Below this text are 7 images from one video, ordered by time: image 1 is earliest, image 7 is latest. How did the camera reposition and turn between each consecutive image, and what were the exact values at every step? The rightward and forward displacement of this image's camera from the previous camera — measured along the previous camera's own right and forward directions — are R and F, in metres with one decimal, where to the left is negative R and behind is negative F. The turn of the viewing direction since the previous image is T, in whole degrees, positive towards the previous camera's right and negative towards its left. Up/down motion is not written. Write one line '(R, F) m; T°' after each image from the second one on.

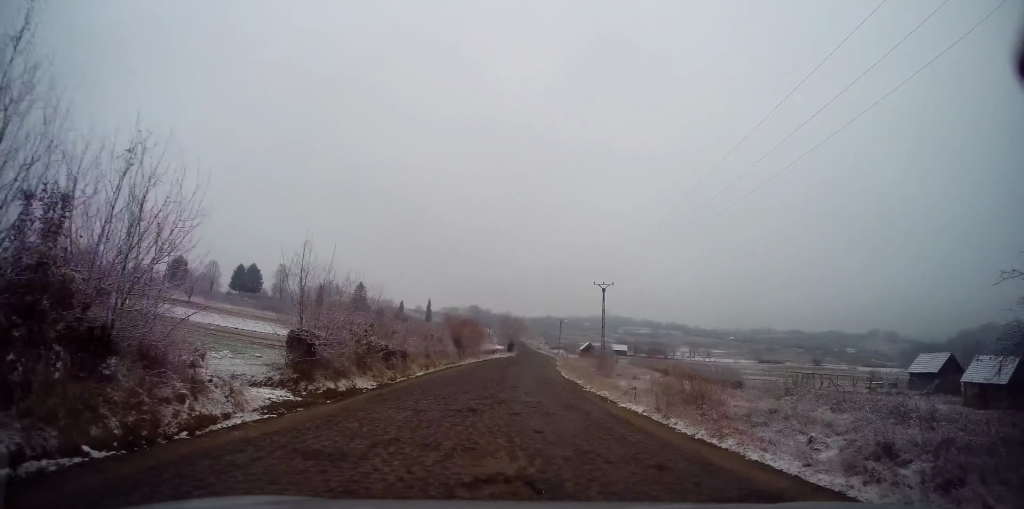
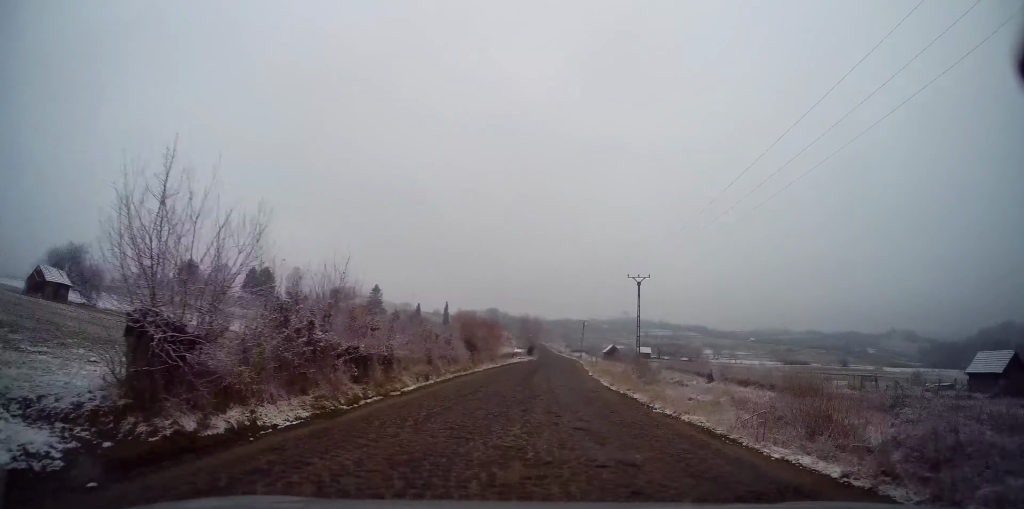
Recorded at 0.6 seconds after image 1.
(-0.2, +7.5) m; -1°
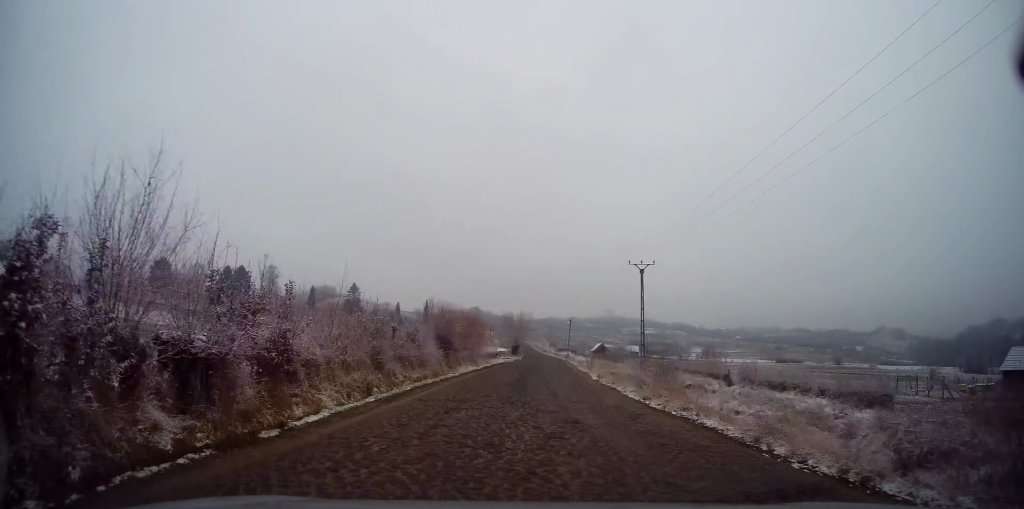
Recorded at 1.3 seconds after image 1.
(0.0, +7.7) m; +1°
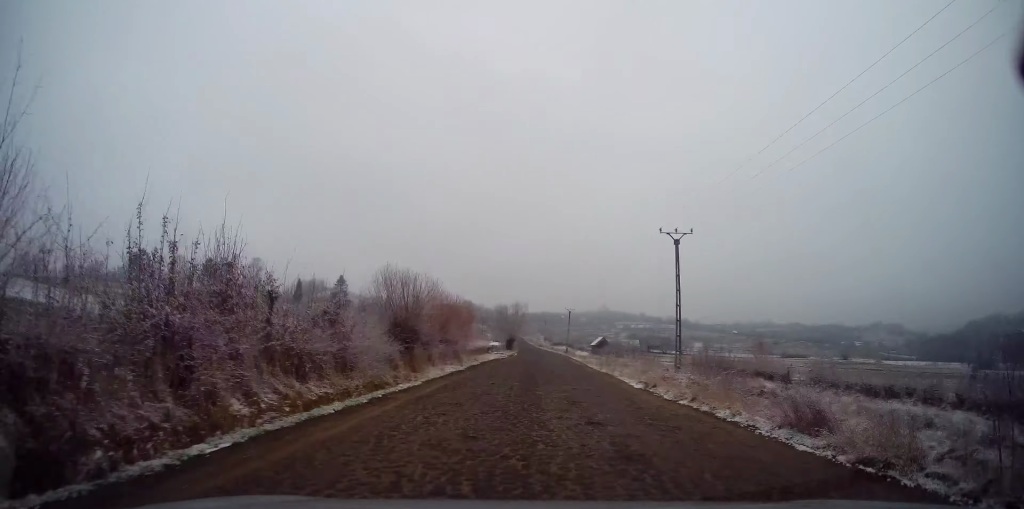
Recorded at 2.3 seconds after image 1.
(+0.2, +11.0) m; +1°
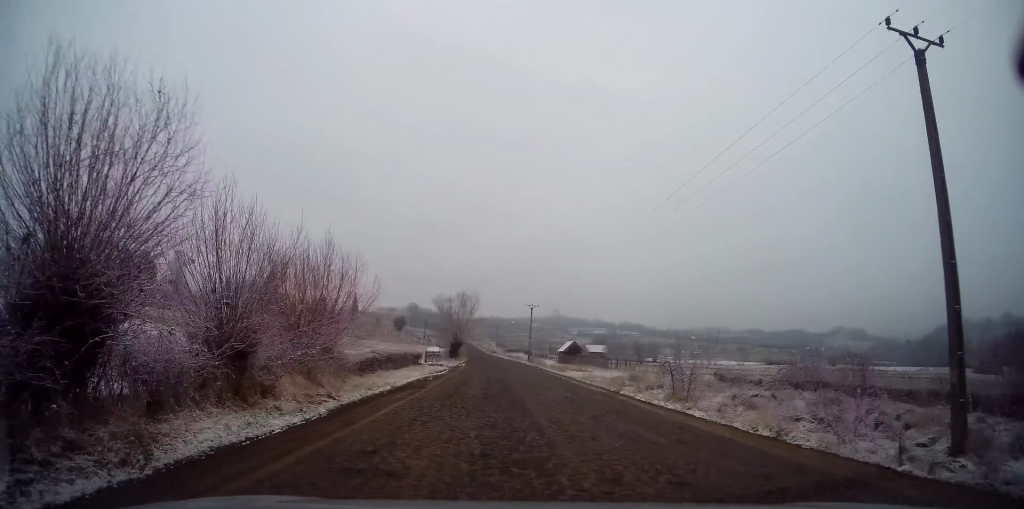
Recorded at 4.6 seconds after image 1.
(+0.7, +26.0) m; +6°
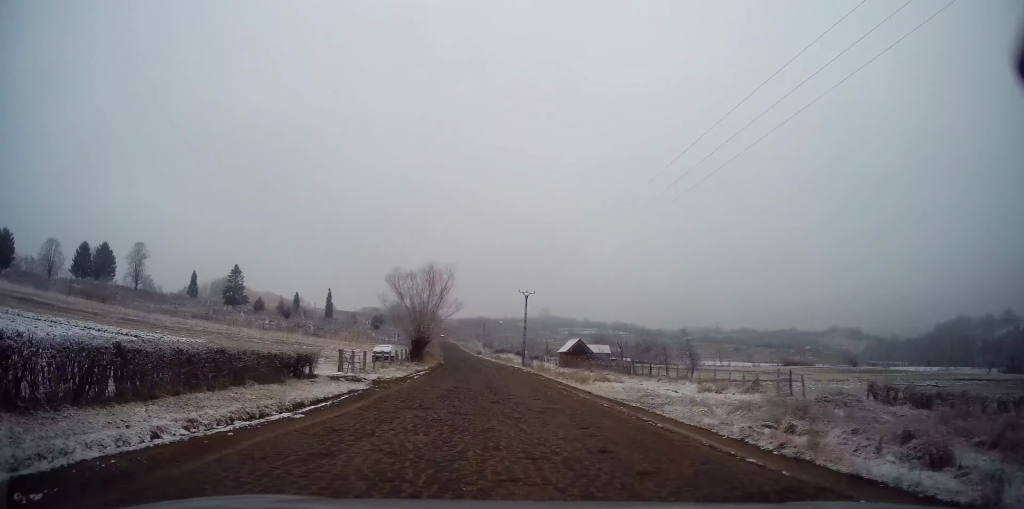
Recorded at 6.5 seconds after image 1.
(+0.5, +21.3) m; +1°
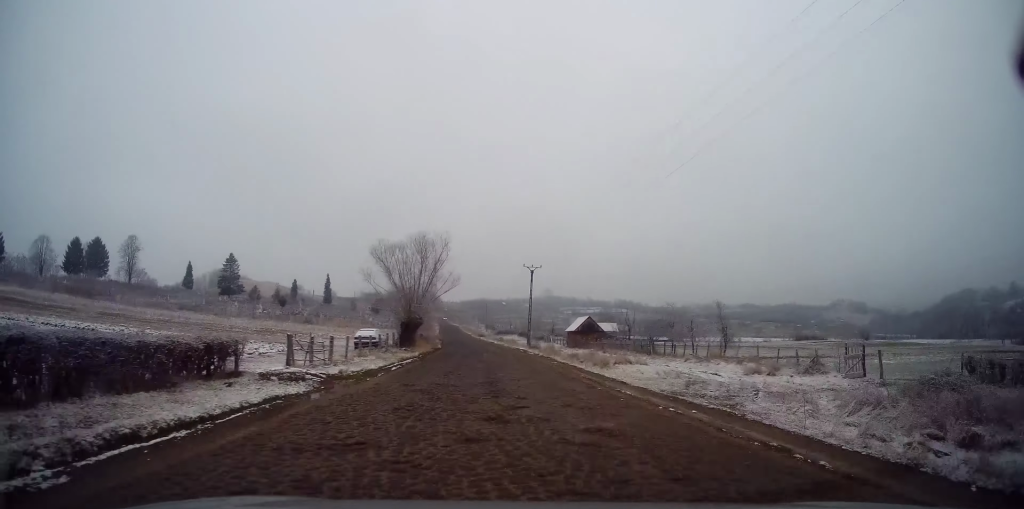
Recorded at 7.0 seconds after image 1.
(0.0, +6.1) m; 0°
